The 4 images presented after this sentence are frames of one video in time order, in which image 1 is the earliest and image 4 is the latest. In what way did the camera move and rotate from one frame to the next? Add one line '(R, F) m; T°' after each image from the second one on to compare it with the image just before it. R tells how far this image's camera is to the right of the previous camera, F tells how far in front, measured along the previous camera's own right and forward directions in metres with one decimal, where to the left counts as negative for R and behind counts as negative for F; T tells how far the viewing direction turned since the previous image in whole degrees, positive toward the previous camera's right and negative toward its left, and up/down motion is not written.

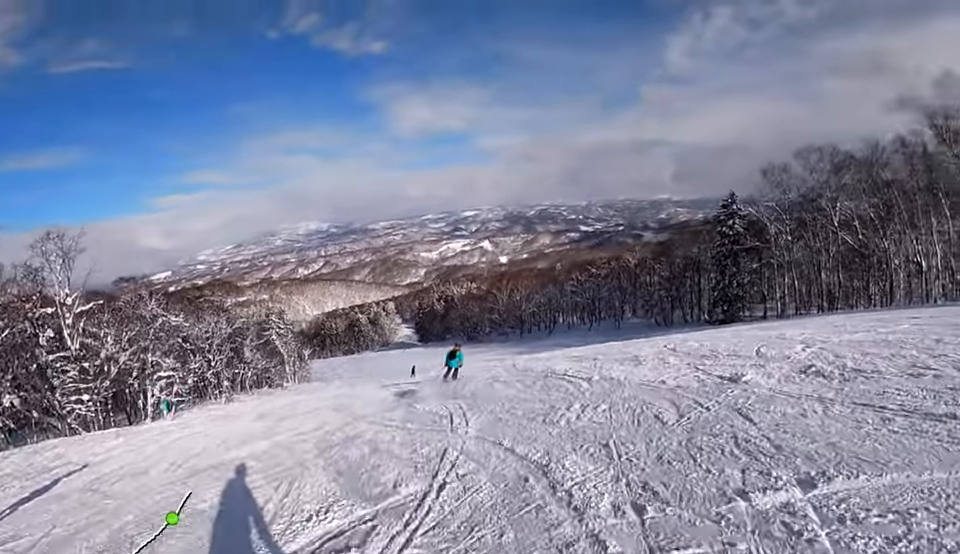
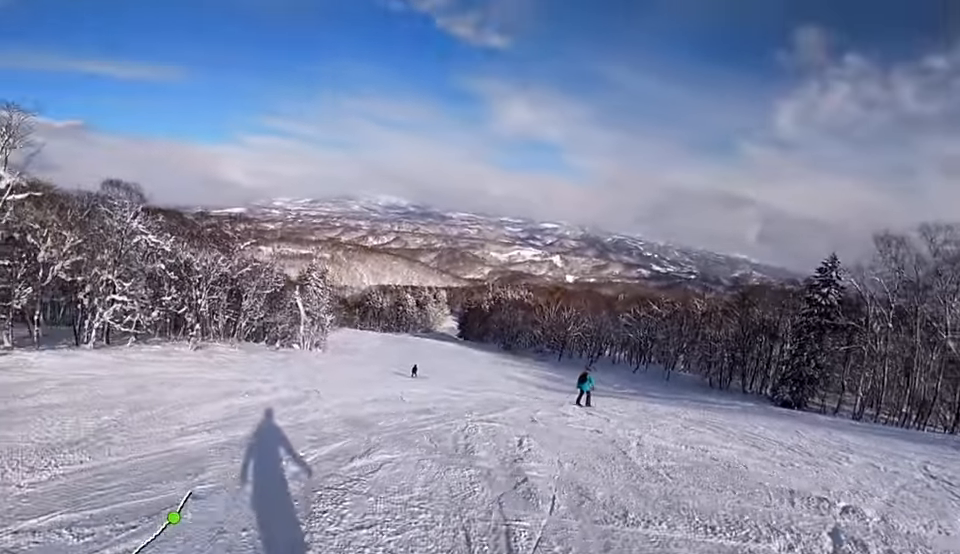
(-1.1, +11.7) m; -19°
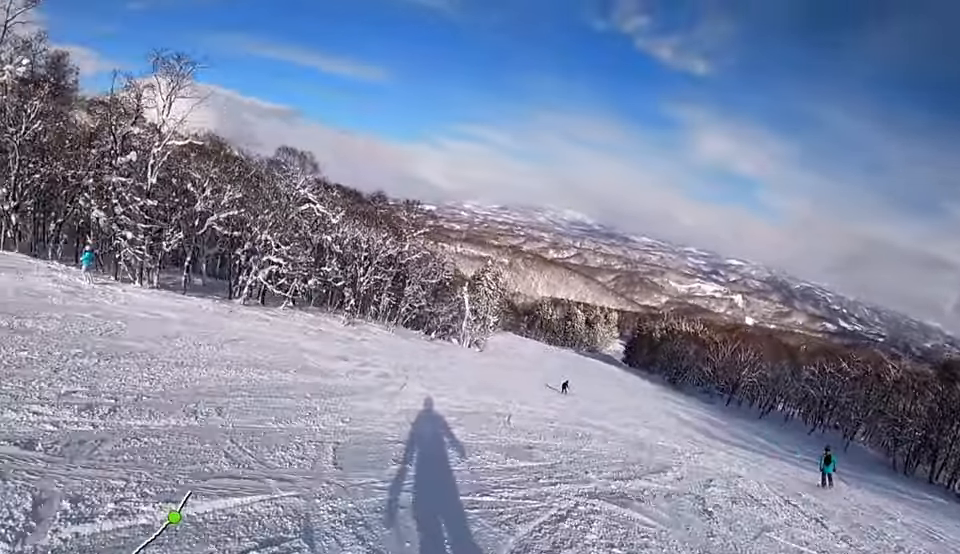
(-0.5, +4.8) m; -12°
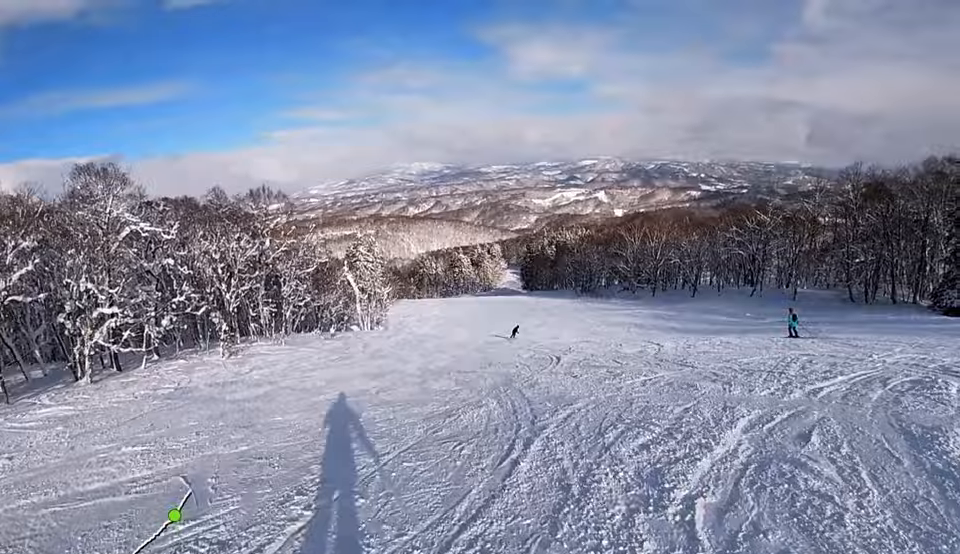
(-1.2, +9.6) m; +10°
